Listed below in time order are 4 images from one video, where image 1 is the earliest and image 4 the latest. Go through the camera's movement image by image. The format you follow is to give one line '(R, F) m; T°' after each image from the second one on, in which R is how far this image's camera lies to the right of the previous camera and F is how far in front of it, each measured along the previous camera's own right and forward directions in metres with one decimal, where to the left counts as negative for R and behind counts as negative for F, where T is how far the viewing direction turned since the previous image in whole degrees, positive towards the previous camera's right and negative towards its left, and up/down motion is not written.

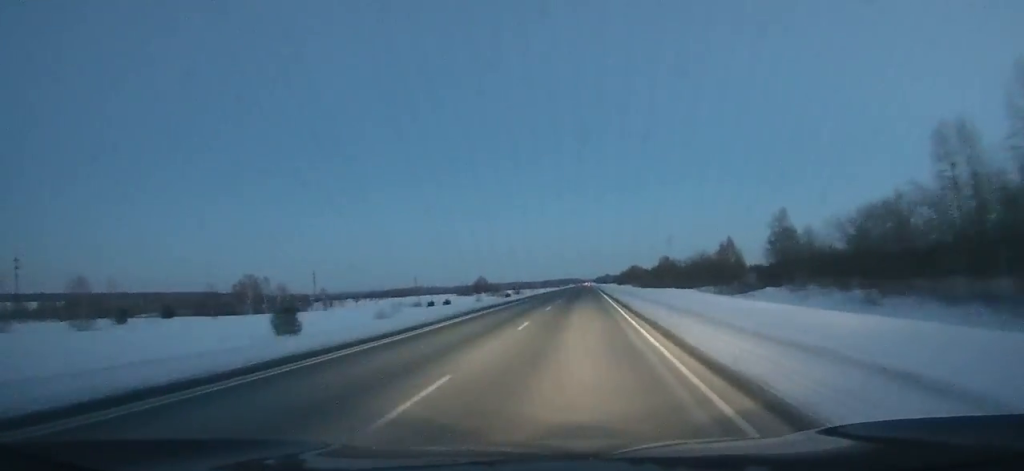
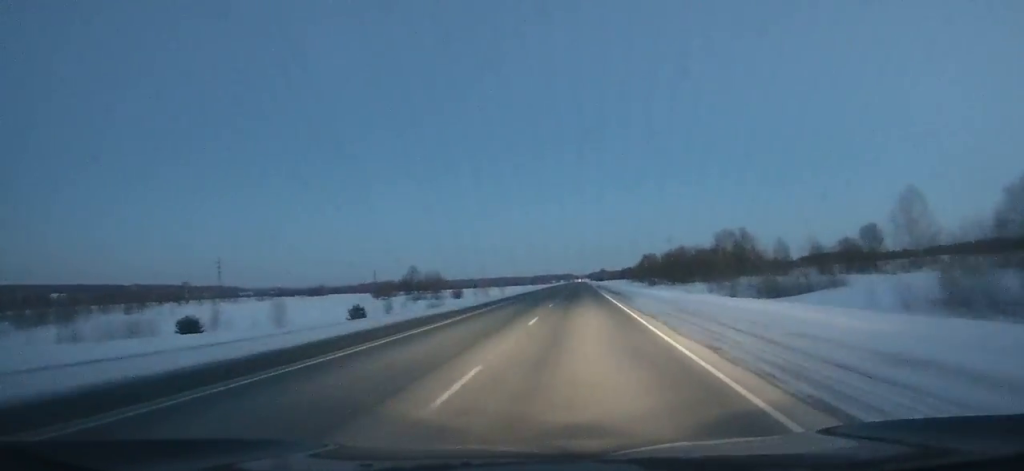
(+0.5, +146.2) m; 0°
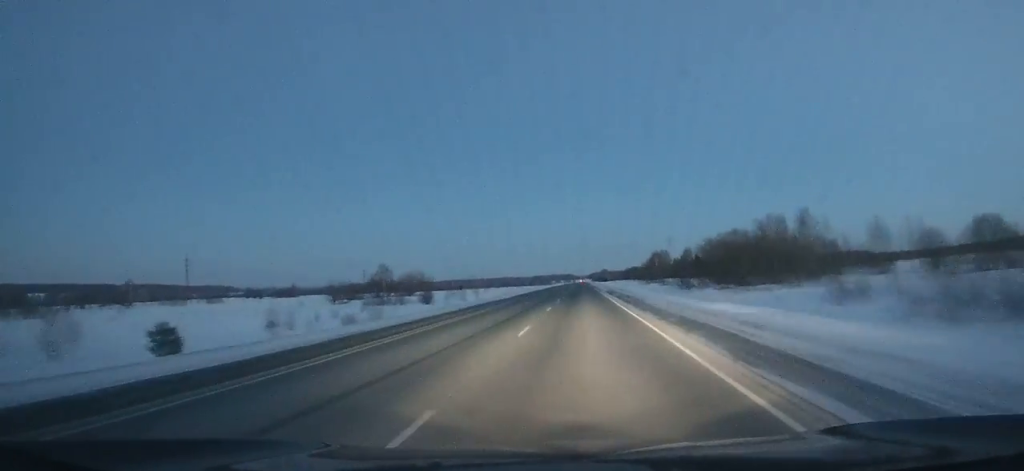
(0.0, +39.1) m; 0°
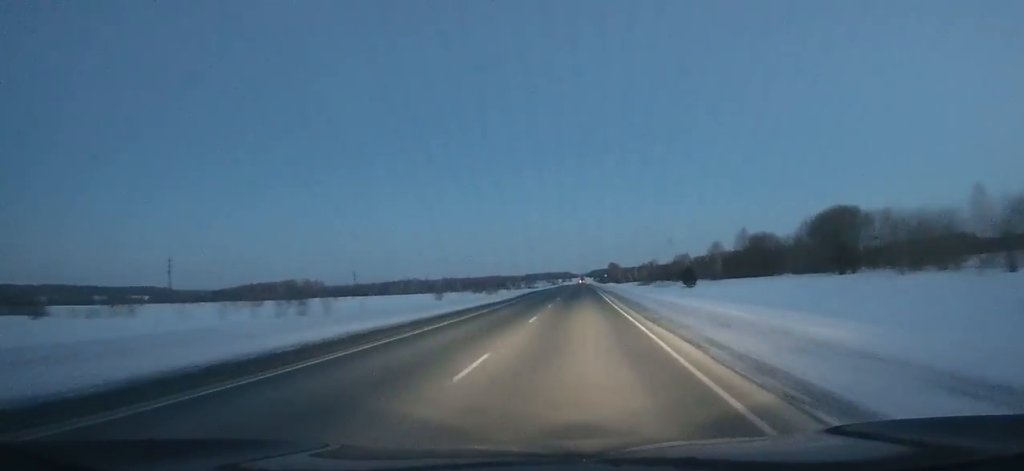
(+1.5, +350.0) m; 0°
